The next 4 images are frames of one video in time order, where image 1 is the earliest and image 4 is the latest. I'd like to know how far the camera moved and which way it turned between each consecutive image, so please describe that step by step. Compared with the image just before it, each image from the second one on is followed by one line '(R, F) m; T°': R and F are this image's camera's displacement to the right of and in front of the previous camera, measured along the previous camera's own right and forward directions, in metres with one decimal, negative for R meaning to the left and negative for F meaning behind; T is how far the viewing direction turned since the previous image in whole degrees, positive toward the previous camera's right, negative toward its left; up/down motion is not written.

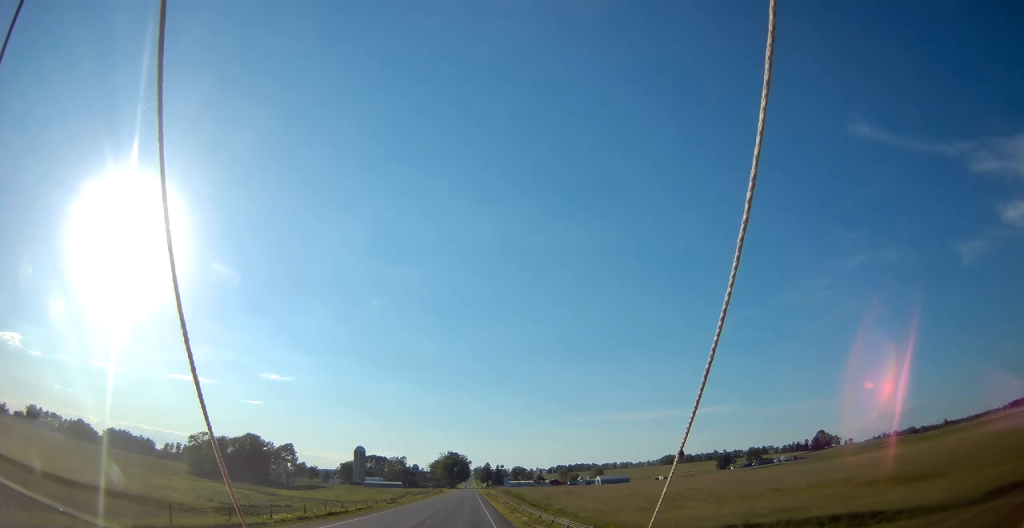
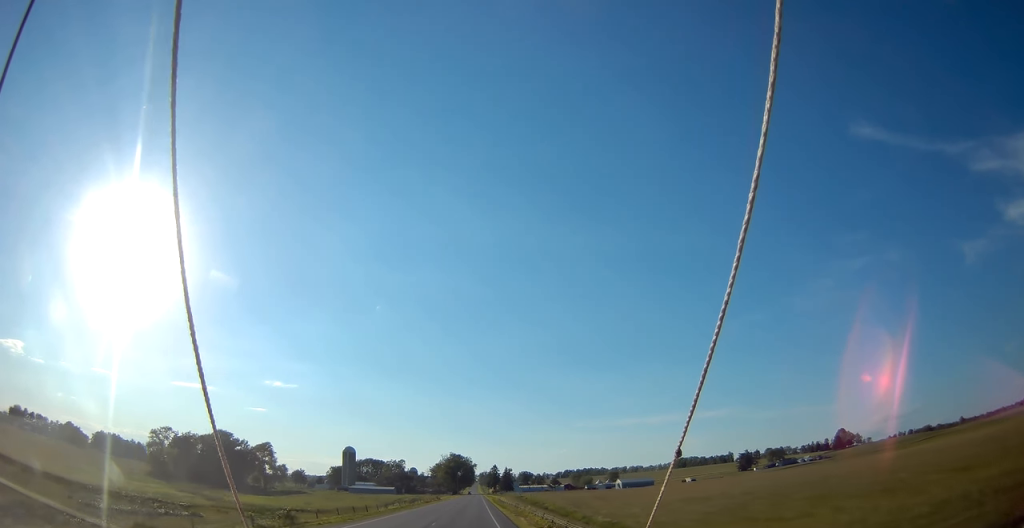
(+0.3, +37.2) m; 0°
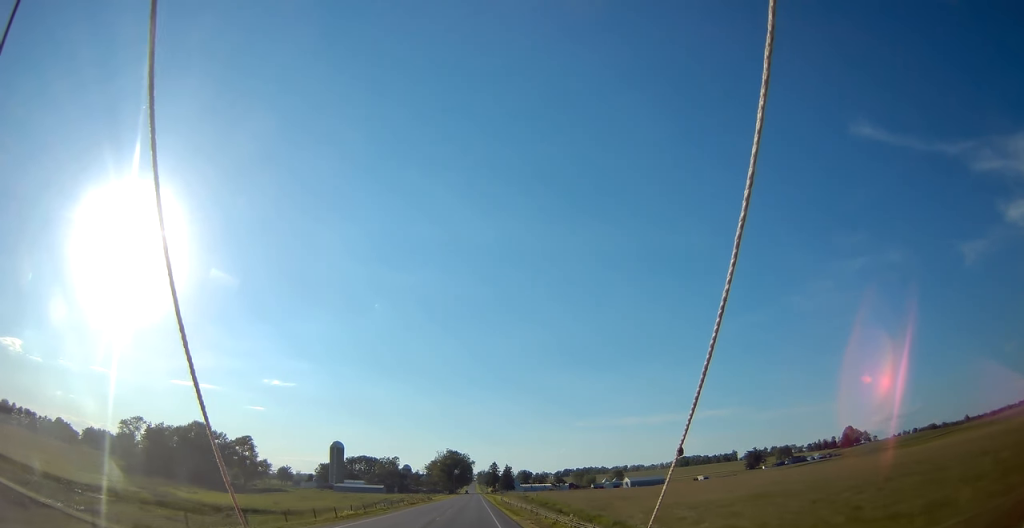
(-0.1, +20.3) m; 0°
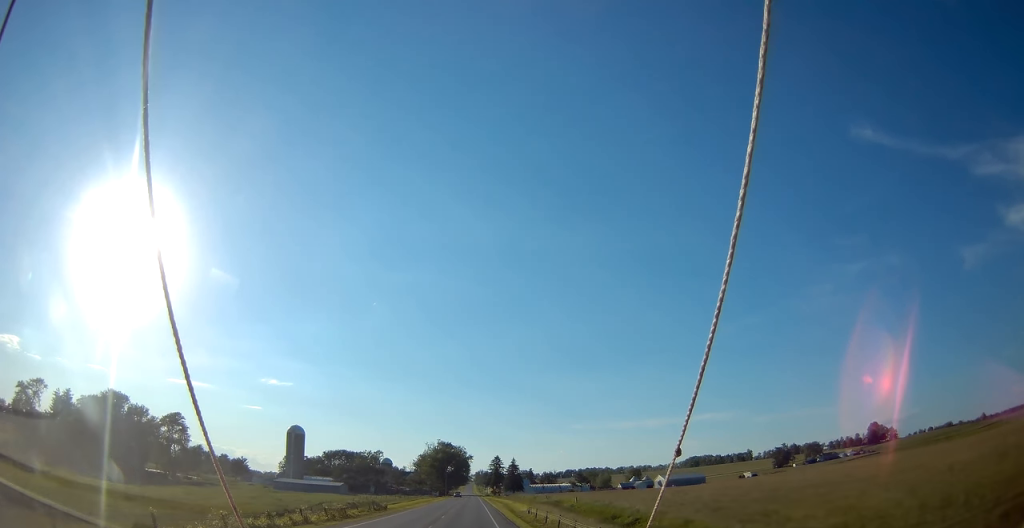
(0.0, +55.7) m; 0°
